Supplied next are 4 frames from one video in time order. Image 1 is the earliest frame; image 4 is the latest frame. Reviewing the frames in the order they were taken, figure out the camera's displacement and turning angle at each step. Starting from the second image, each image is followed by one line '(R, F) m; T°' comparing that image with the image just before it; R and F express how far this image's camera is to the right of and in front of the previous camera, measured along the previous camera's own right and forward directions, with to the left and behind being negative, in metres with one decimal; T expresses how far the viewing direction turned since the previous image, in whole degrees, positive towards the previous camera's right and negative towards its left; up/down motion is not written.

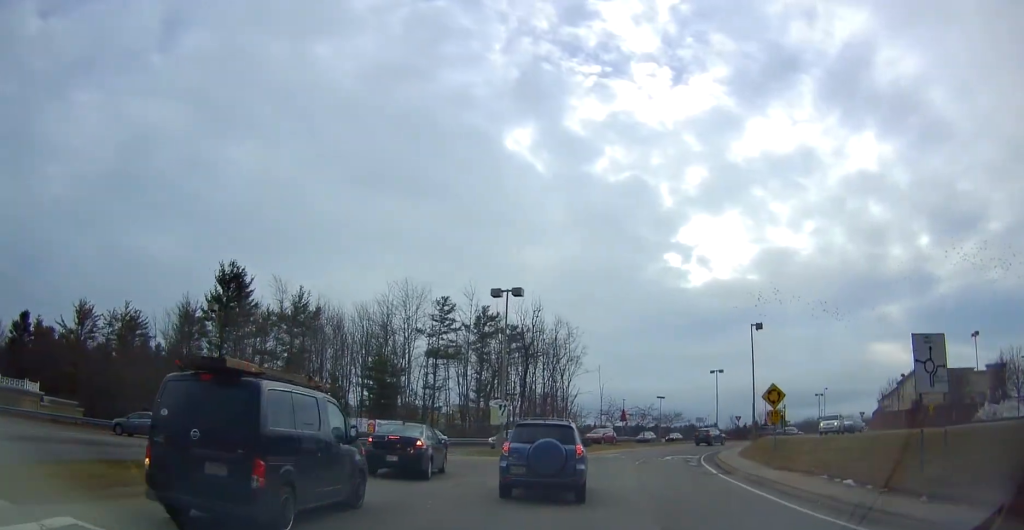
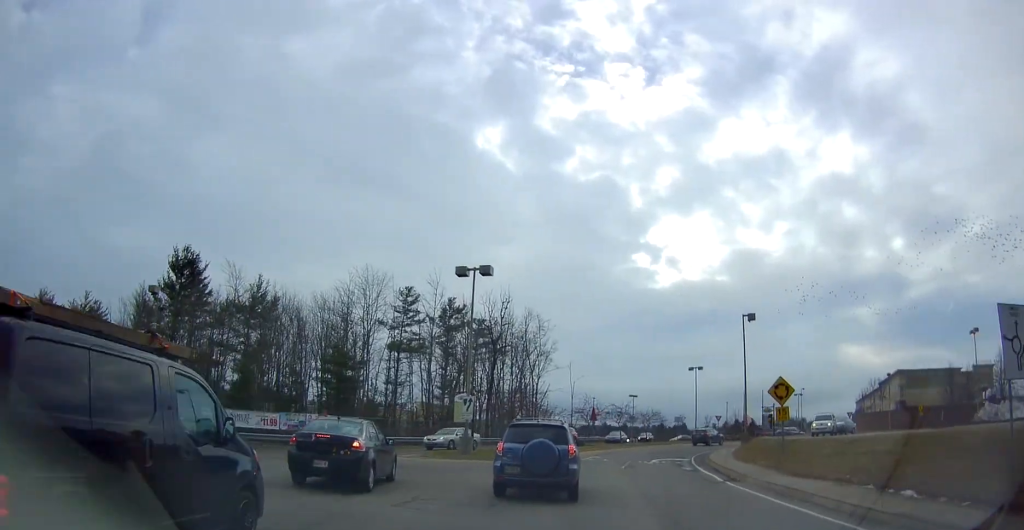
(-0.1, +4.2) m; +3°
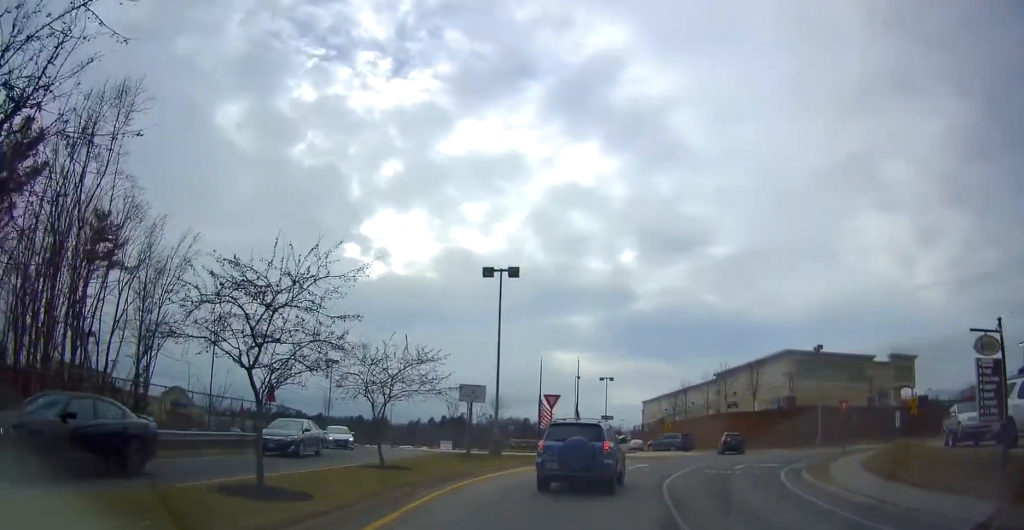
(+9.3, +42.7) m; +29°
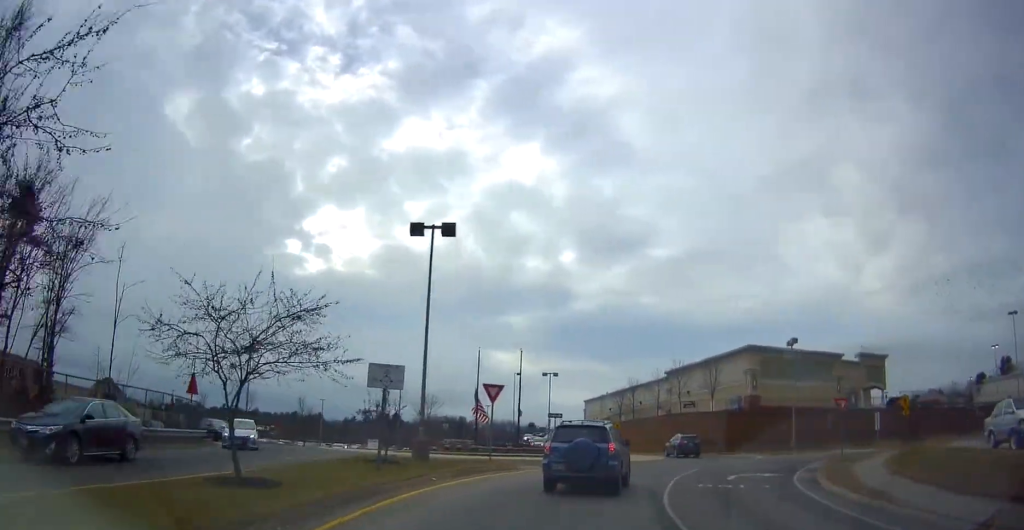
(+0.8, +5.9) m; +8°
